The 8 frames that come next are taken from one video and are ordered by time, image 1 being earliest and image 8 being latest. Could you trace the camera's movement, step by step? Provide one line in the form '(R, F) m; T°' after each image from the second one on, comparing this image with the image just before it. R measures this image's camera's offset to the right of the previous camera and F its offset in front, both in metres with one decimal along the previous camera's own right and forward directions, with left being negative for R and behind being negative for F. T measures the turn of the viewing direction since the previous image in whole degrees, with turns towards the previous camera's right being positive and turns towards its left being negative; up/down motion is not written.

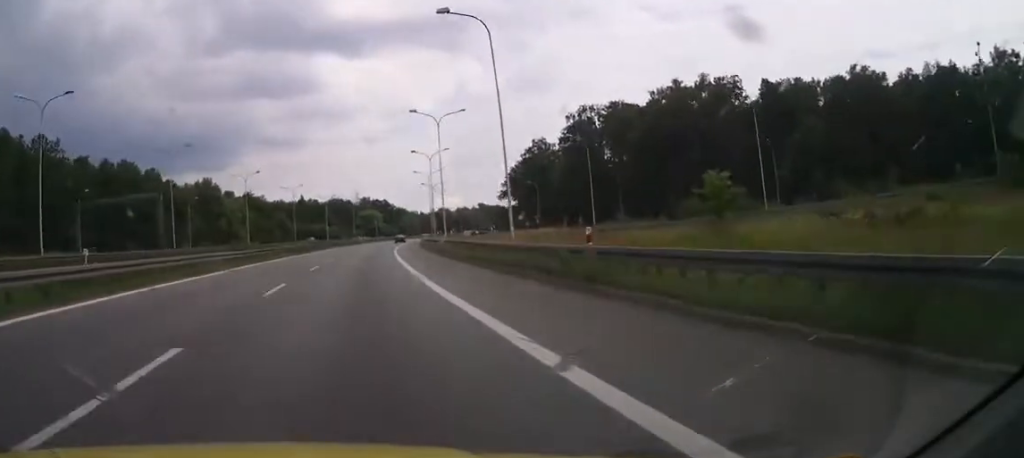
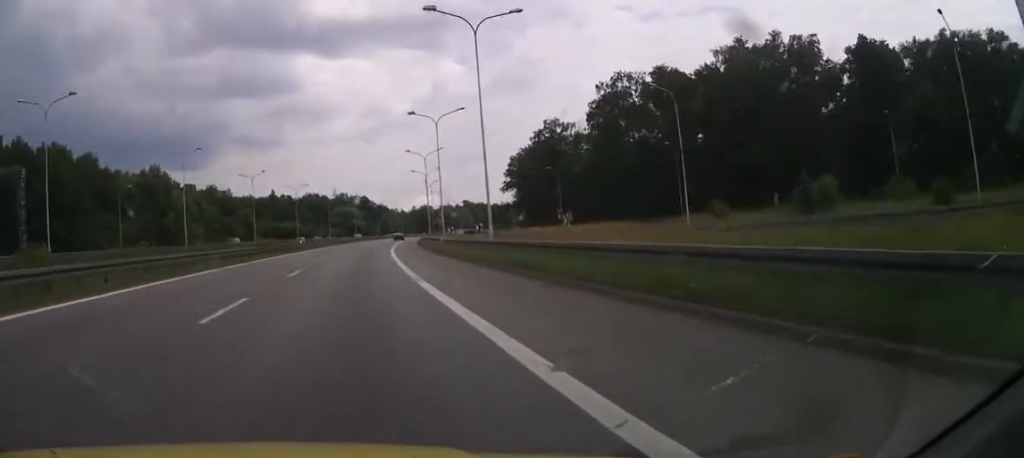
(-0.2, +29.3) m; 0°
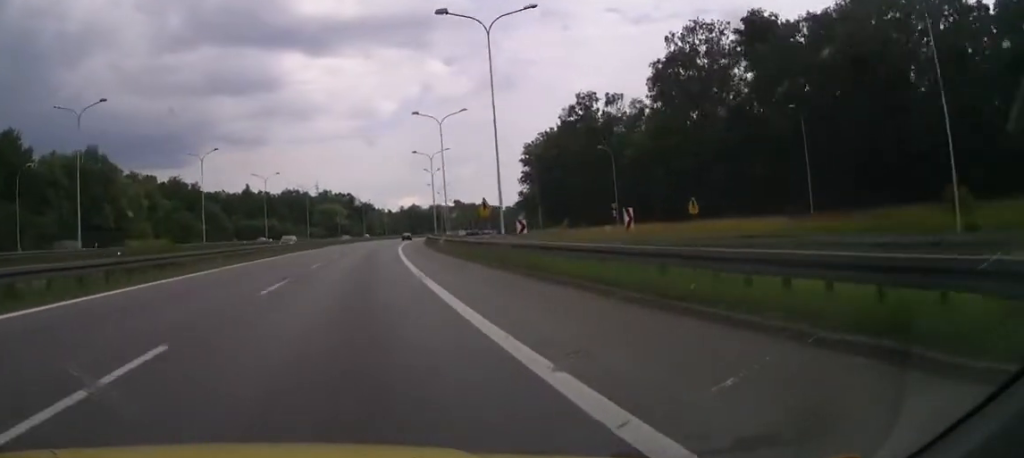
(+0.6, +30.2) m; +3°
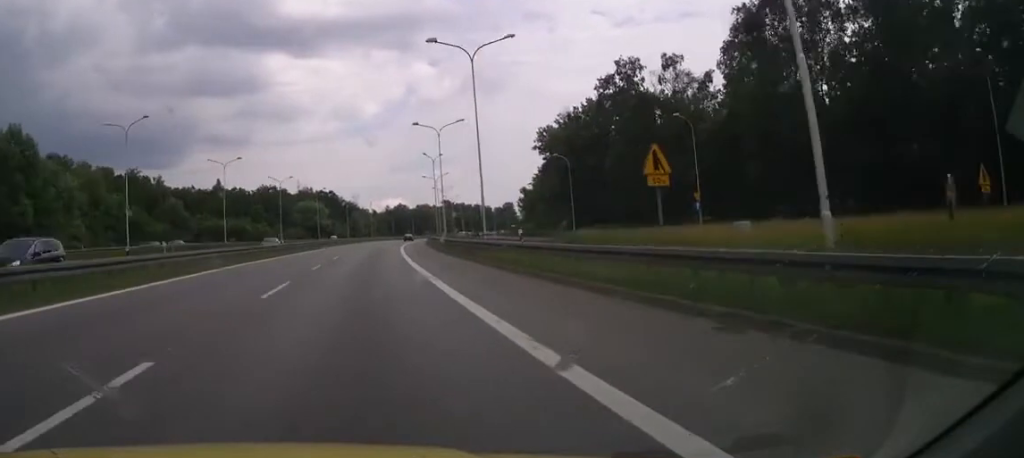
(+0.6, +25.0) m; +1°
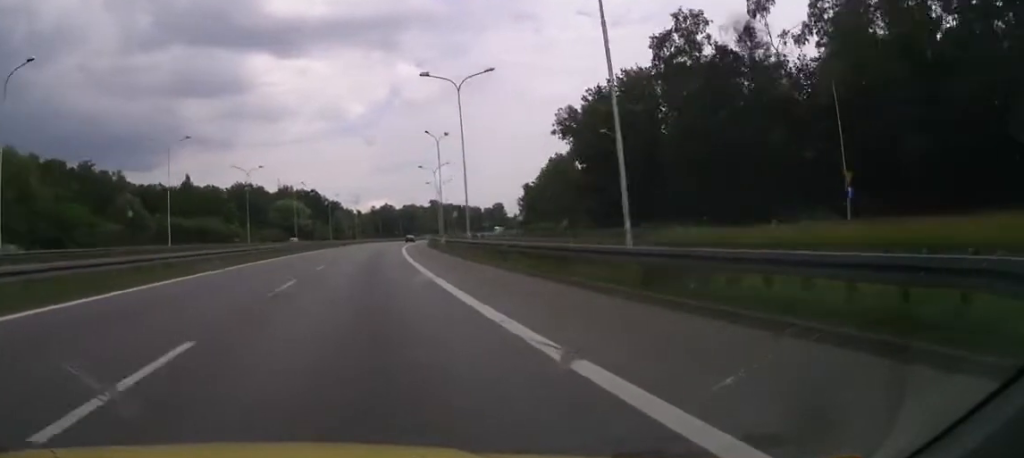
(0.0, +22.5) m; +1°
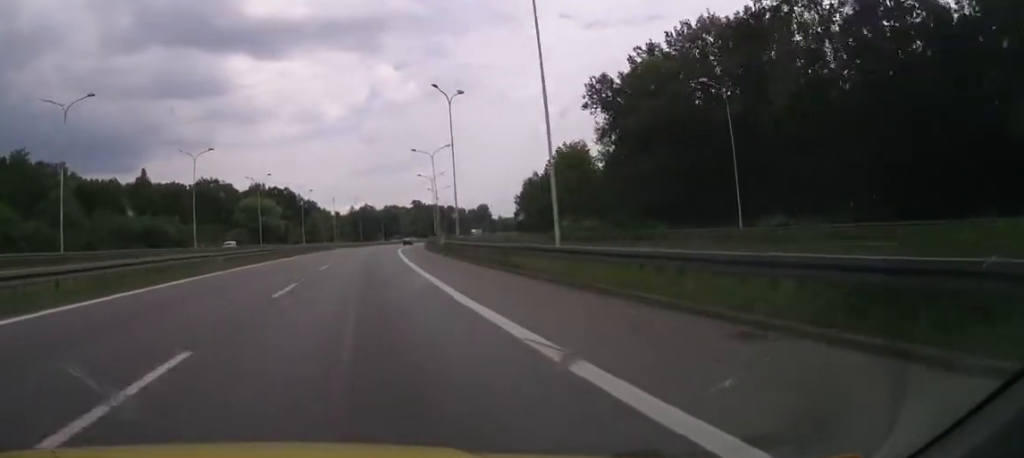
(+0.4, +24.2) m; +1°
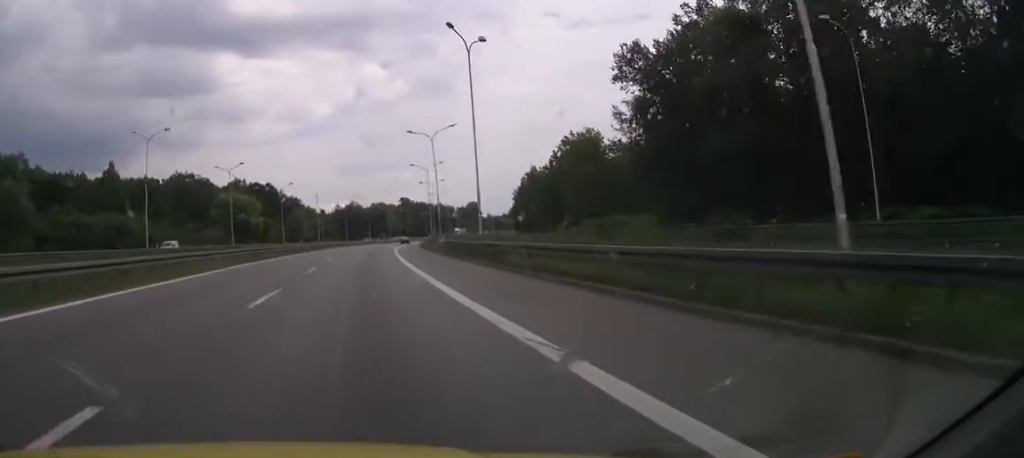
(+0.1, +14.7) m; +1°
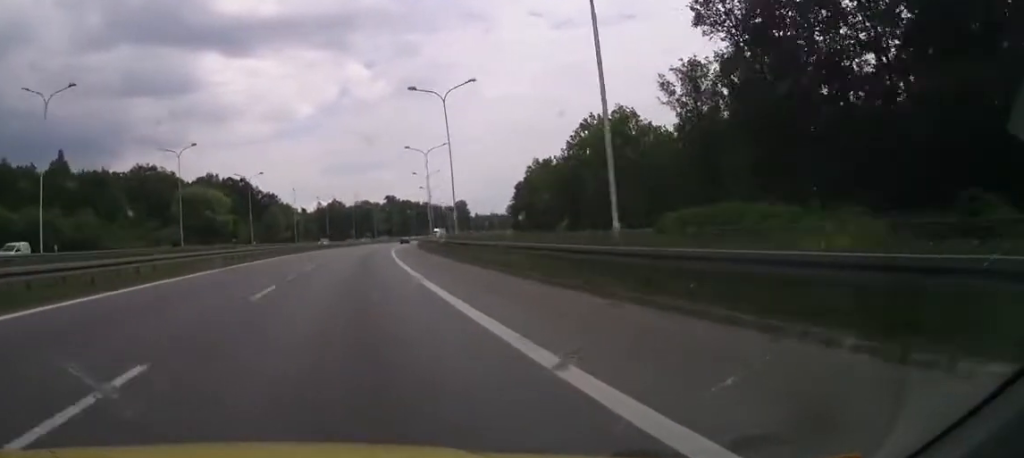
(+0.1, +21.6) m; +1°
